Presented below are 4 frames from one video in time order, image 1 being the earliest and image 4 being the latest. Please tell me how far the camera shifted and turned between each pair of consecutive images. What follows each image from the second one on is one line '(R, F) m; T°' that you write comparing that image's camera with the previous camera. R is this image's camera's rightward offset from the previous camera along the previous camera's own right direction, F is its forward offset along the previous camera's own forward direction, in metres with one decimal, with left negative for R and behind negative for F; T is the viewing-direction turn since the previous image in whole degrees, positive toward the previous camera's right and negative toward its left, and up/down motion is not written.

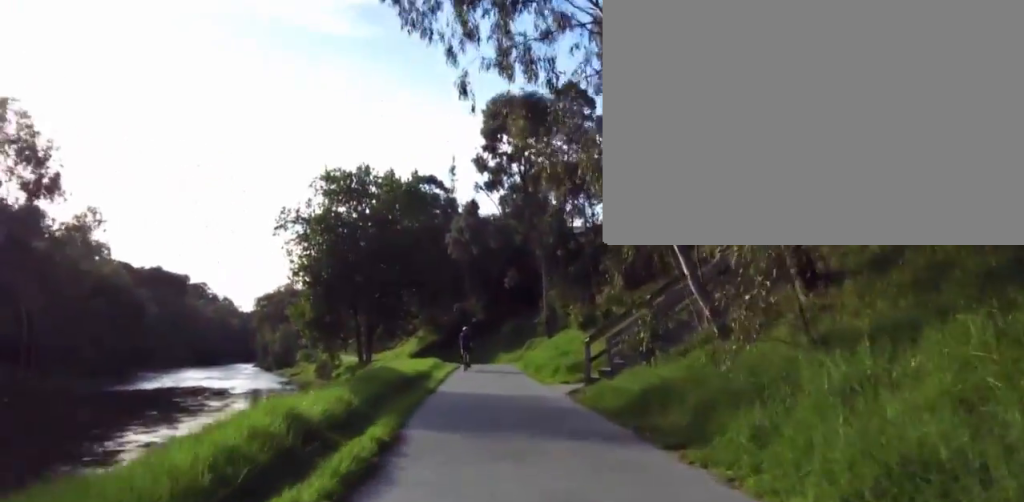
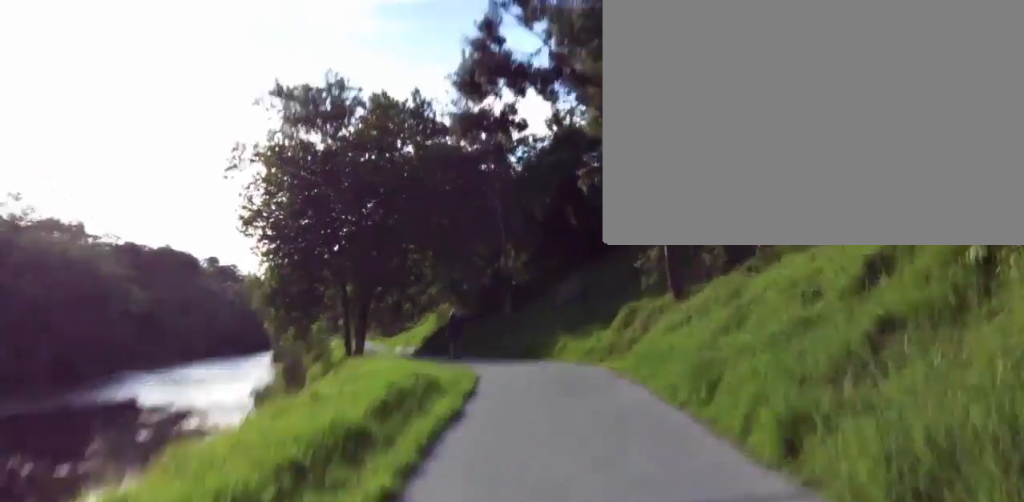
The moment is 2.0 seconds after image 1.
(+0.5, +17.3) m; -11°
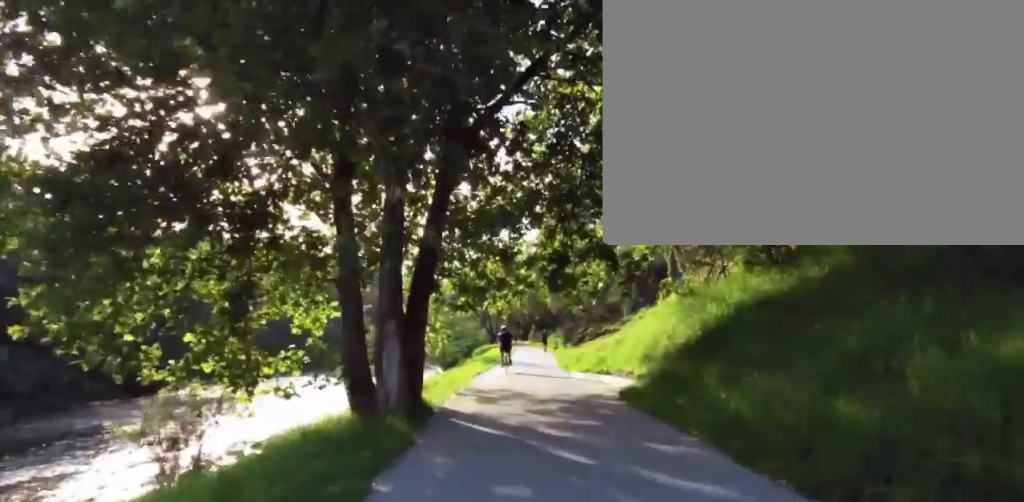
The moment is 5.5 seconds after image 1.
(-0.5, +31.4) m; -3°
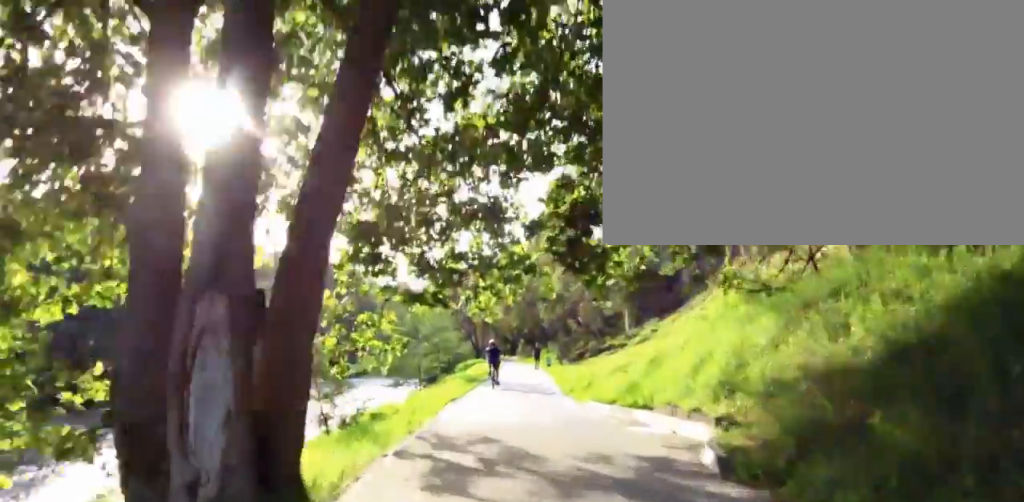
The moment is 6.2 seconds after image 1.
(+0.2, +5.7) m; -5°
